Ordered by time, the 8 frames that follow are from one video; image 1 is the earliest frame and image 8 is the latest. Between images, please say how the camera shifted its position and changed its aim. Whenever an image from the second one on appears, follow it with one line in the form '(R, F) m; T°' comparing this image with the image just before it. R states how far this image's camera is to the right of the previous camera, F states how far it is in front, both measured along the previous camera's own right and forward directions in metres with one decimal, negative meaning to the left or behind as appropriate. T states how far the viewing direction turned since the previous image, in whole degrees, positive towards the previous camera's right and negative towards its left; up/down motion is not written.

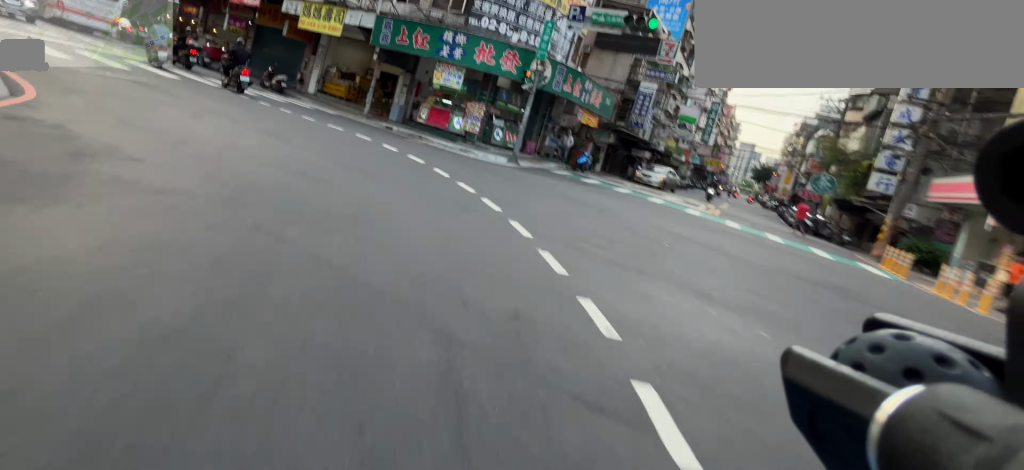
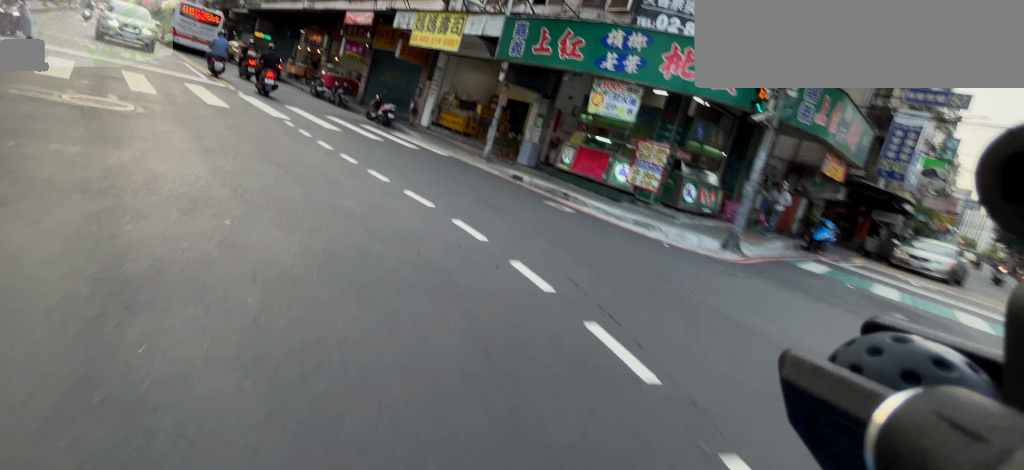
(-0.7, +5.8) m; -27°
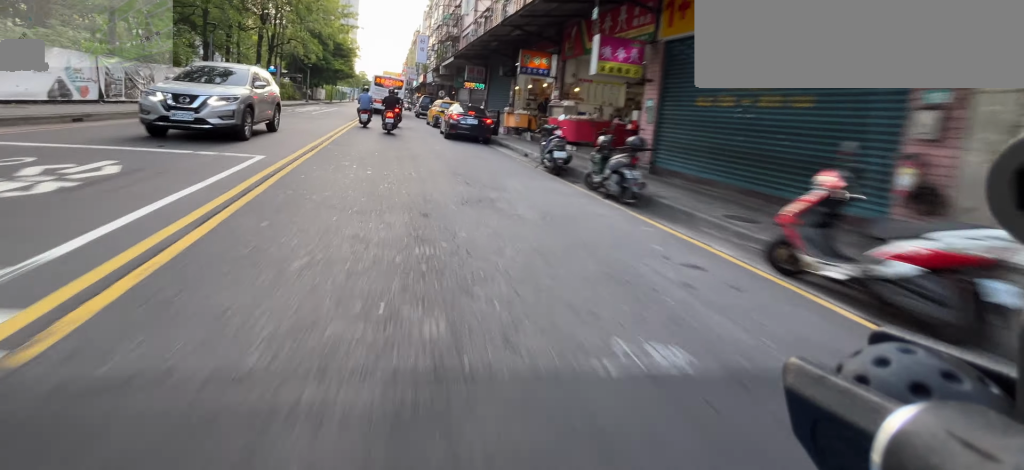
(-8.2, +13.6) m; -39°
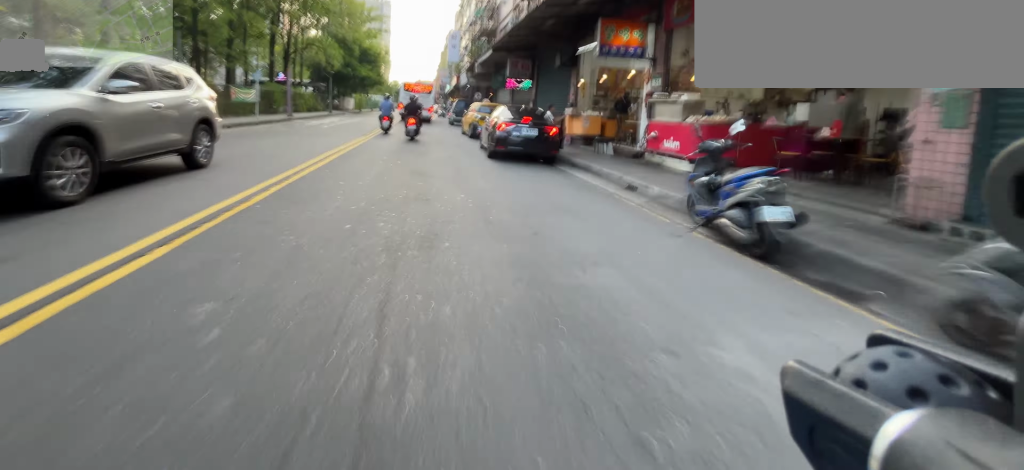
(0.0, +6.4) m; 0°
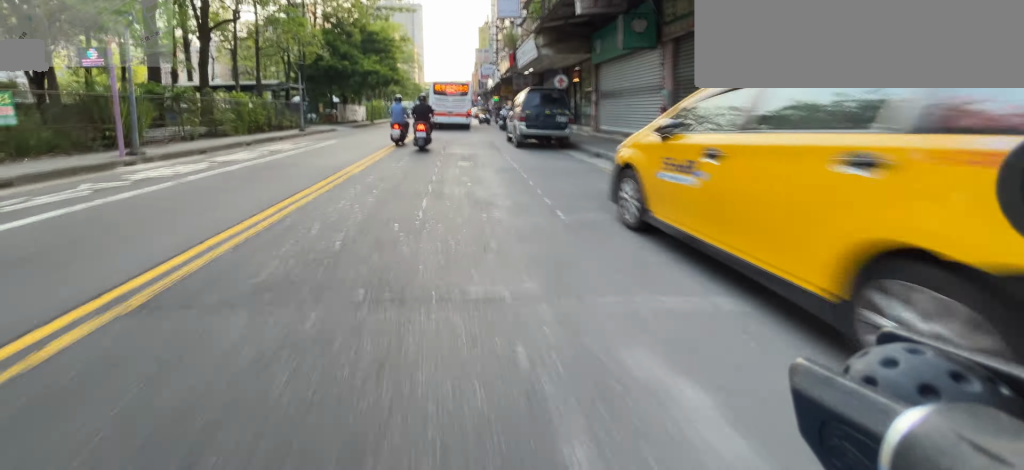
(-0.3, +18.0) m; -1°
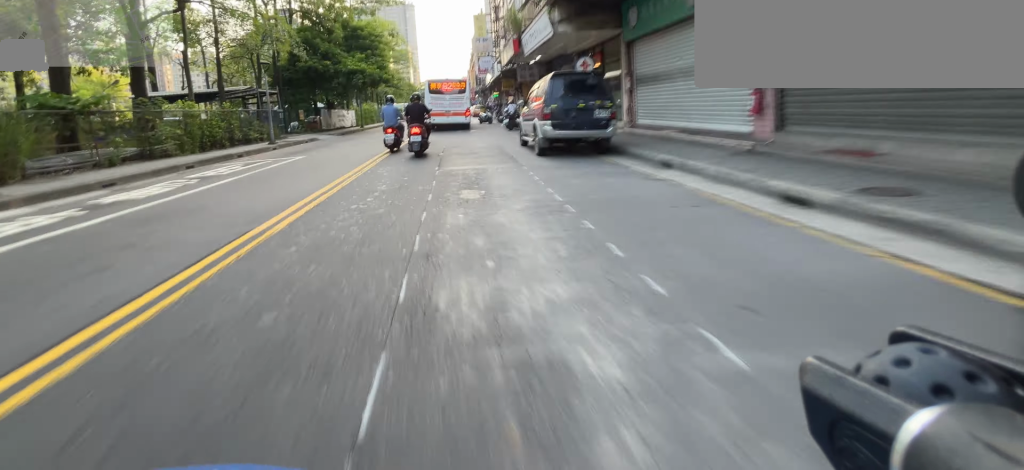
(0.0, +3.7) m; 0°
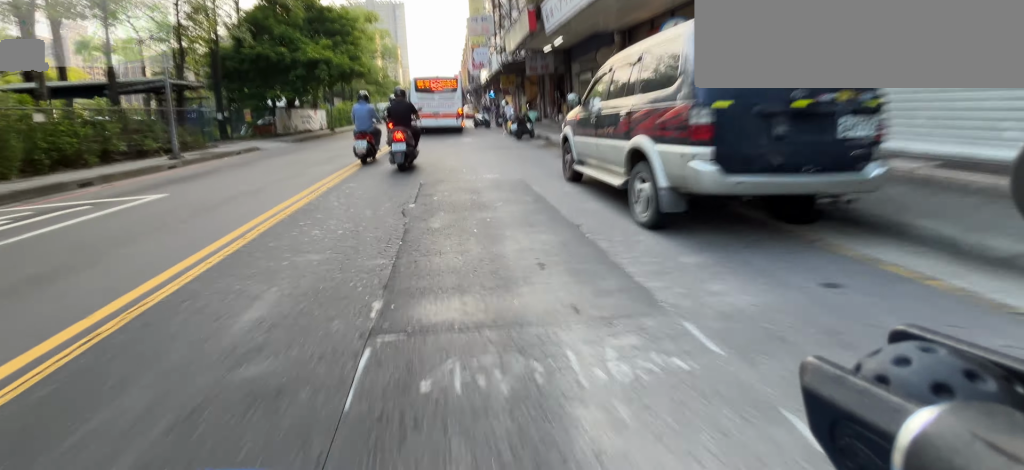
(+0.1, +5.8) m; +1°
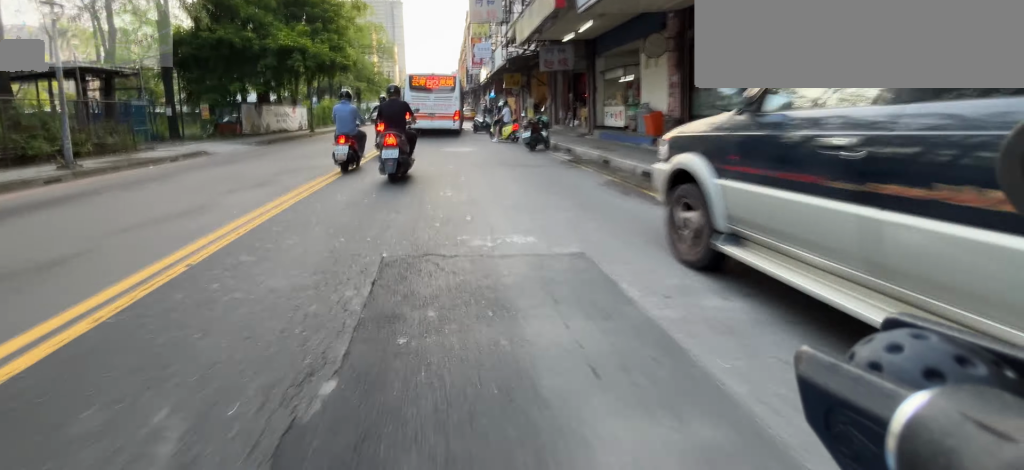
(0.0, +3.3) m; -1°
